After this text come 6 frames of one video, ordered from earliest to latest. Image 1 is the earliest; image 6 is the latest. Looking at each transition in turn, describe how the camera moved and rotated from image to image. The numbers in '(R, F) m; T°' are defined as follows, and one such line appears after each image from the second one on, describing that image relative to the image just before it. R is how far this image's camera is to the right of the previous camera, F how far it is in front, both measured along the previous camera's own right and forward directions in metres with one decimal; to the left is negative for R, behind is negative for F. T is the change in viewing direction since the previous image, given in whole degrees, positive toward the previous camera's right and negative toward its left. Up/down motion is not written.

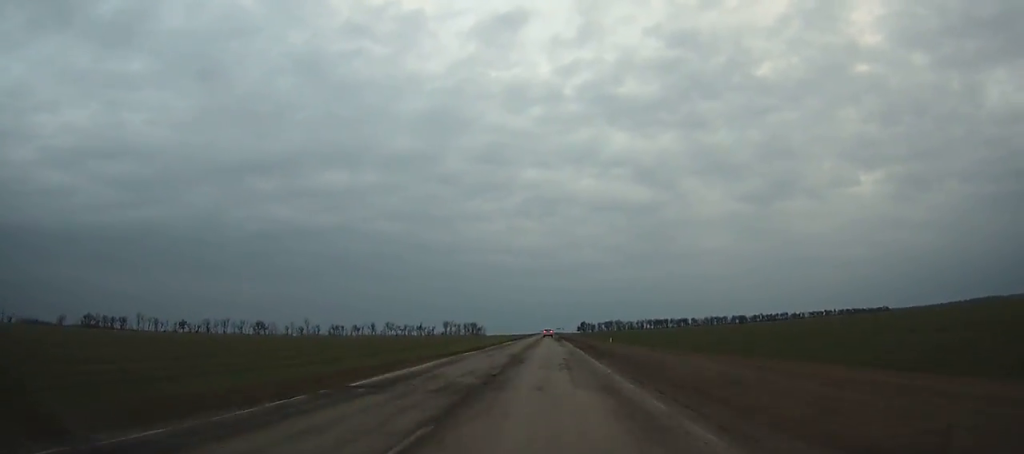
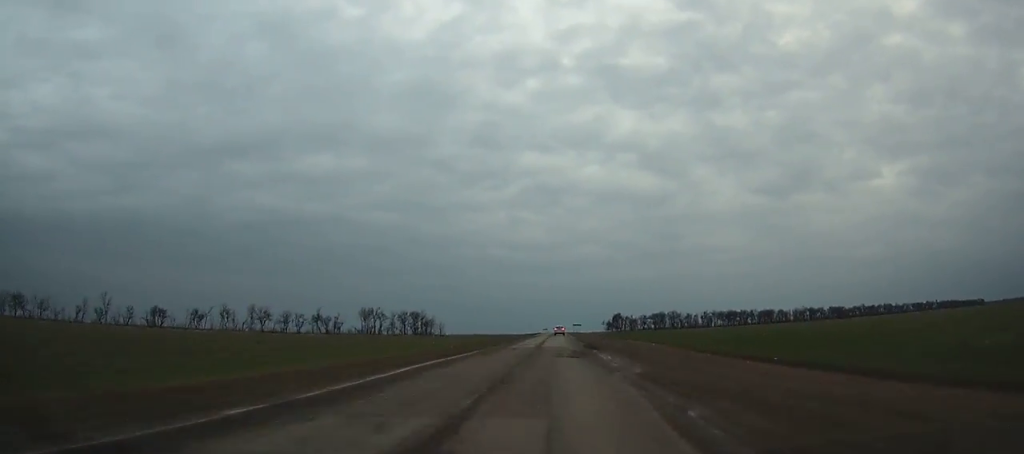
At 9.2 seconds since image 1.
(+0.1, +209.4) m; 0°
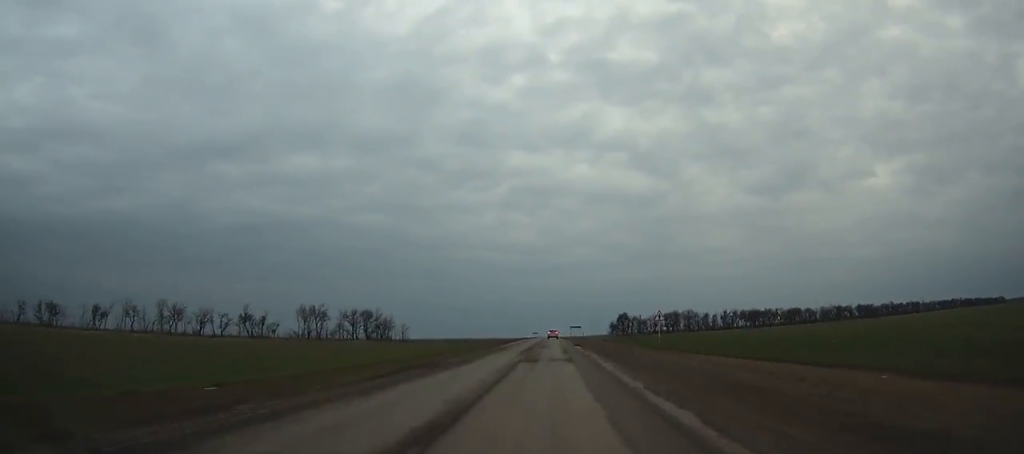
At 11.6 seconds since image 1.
(+0.1, +53.6) m; 0°
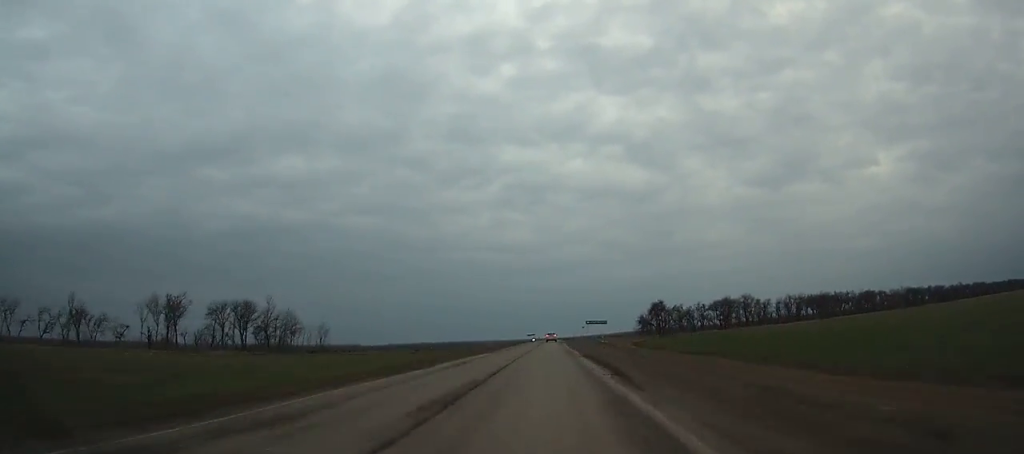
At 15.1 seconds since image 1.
(+0.1, +77.3) m; 0°
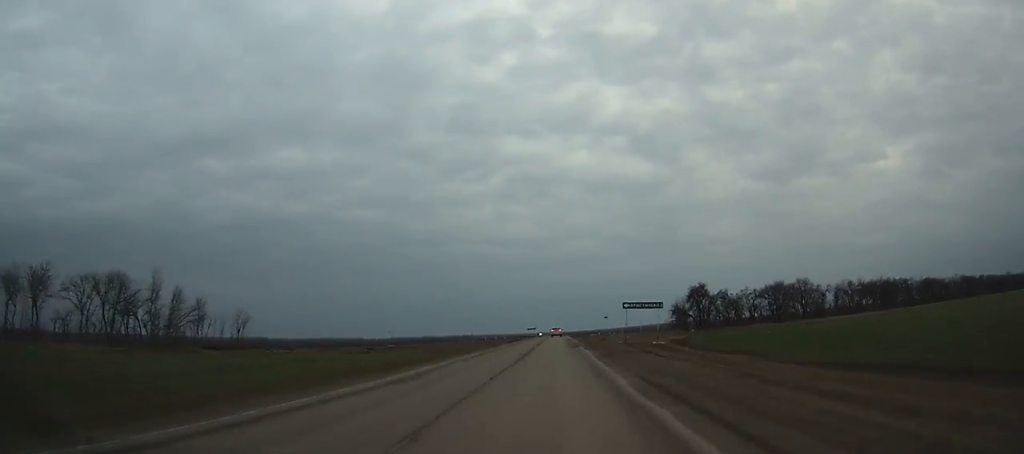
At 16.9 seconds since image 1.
(-0.3, +39.5) m; 0°
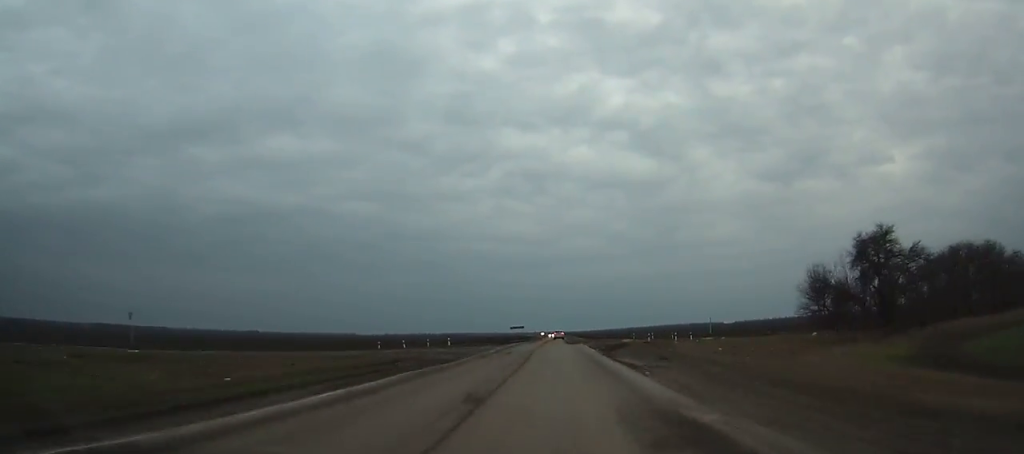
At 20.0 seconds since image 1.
(-0.1, +67.5) m; 0°
